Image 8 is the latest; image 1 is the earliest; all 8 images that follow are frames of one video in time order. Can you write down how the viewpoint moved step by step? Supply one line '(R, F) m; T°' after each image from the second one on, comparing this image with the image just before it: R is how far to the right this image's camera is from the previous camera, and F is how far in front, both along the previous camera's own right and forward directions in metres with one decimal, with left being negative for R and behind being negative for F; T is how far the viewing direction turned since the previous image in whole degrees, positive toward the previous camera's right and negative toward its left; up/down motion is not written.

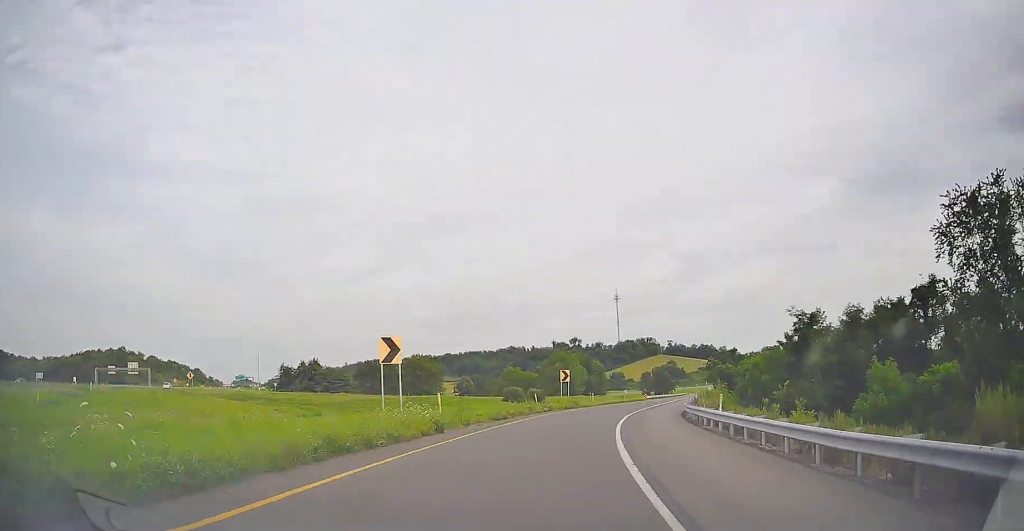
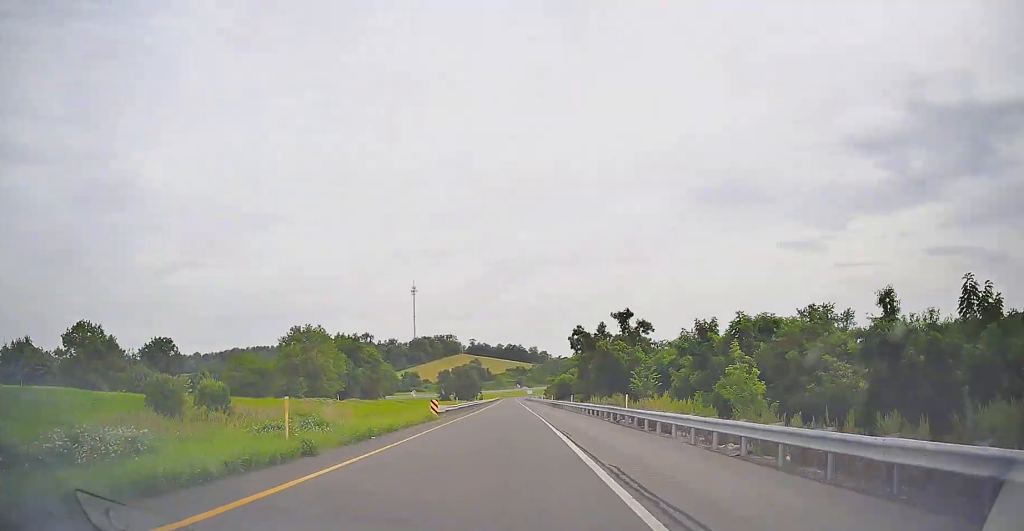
(+10.5, +69.5) m; +11°
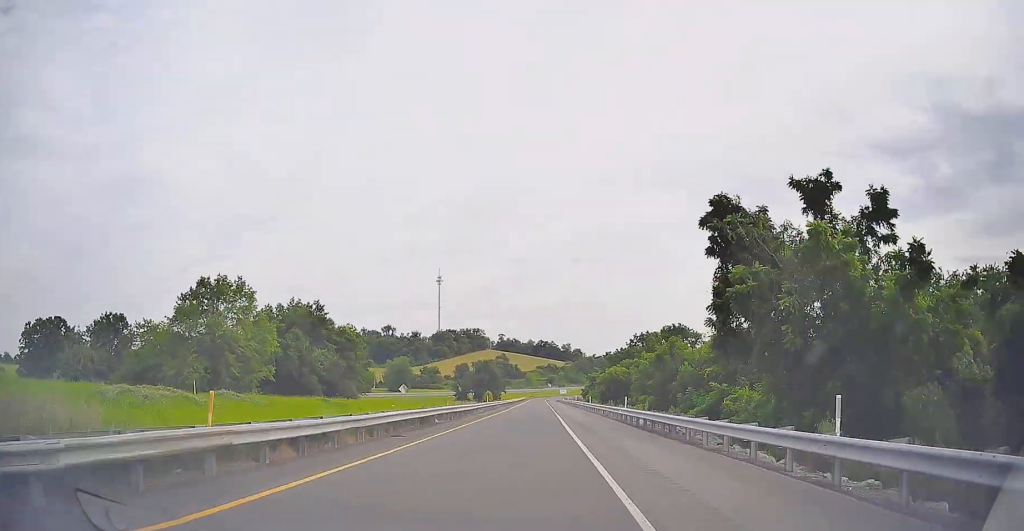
(+0.6, +41.0) m; +1°
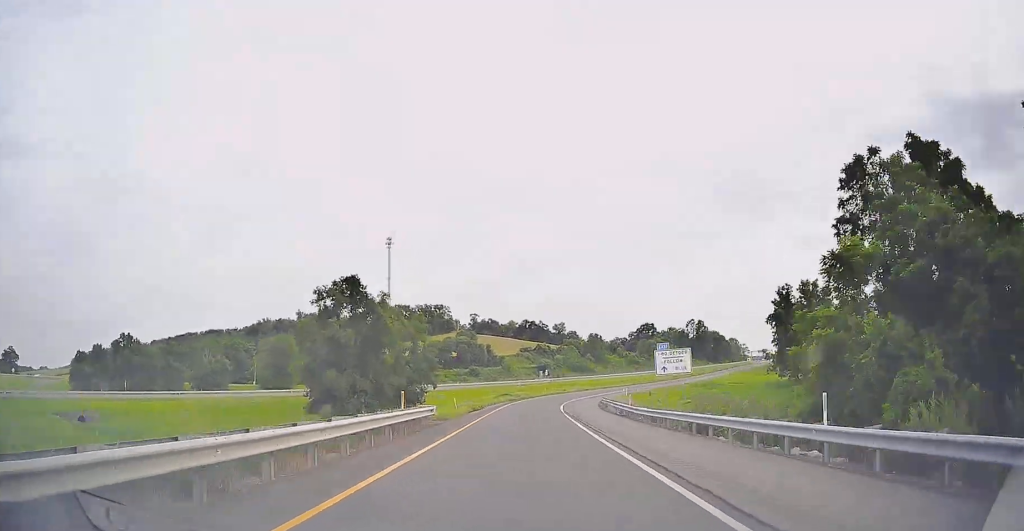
(+1.1, +128.9) m; +6°
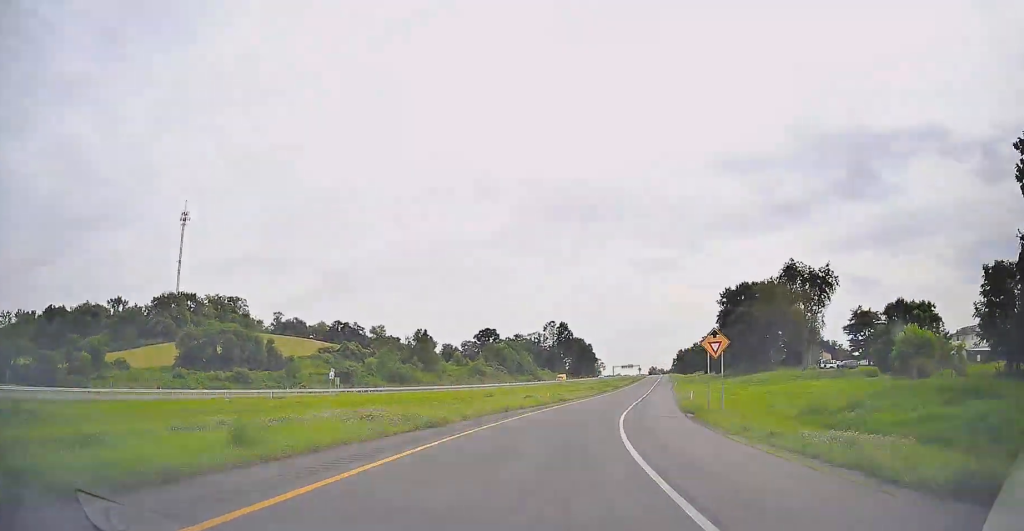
(+8.3, +77.6) m; +15°
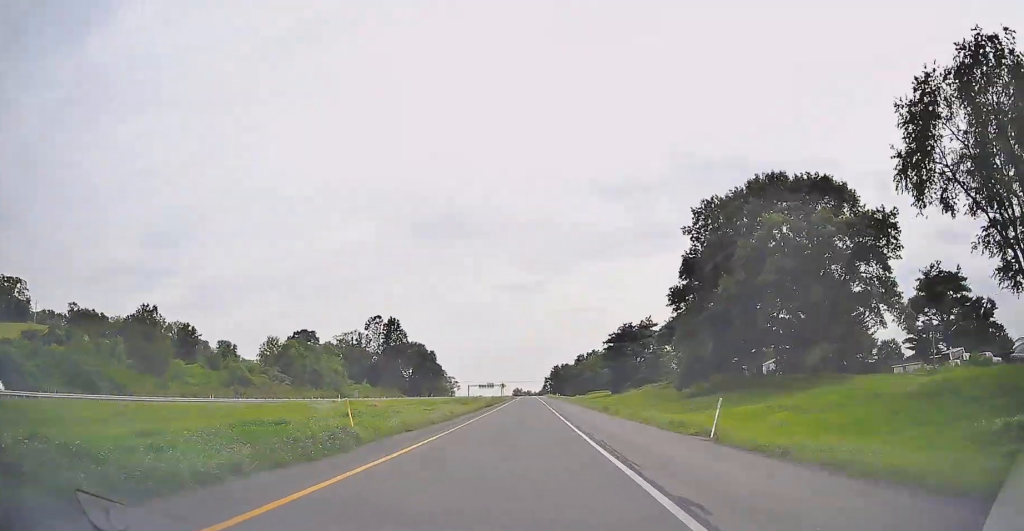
(+12.0, +82.8) m; +10°
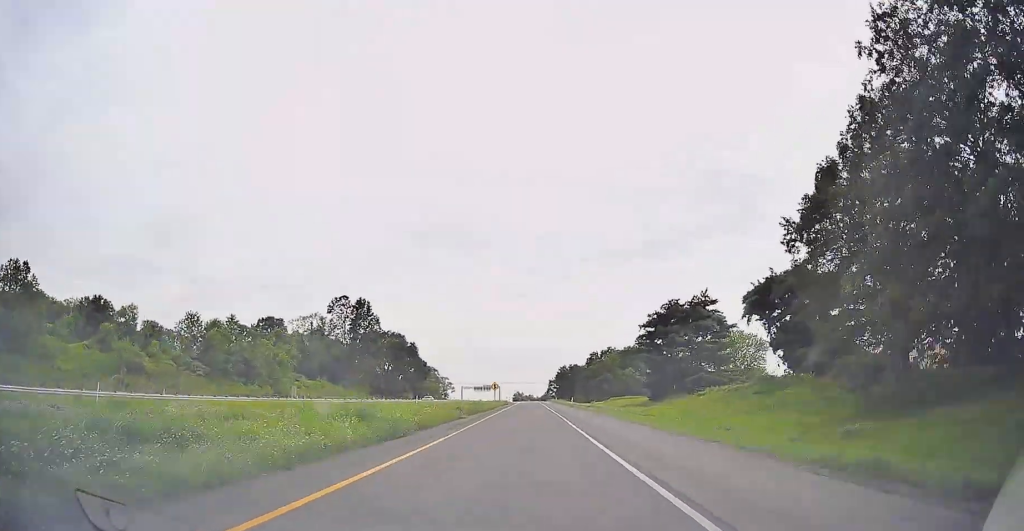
(+1.1, +39.7) m; +2°
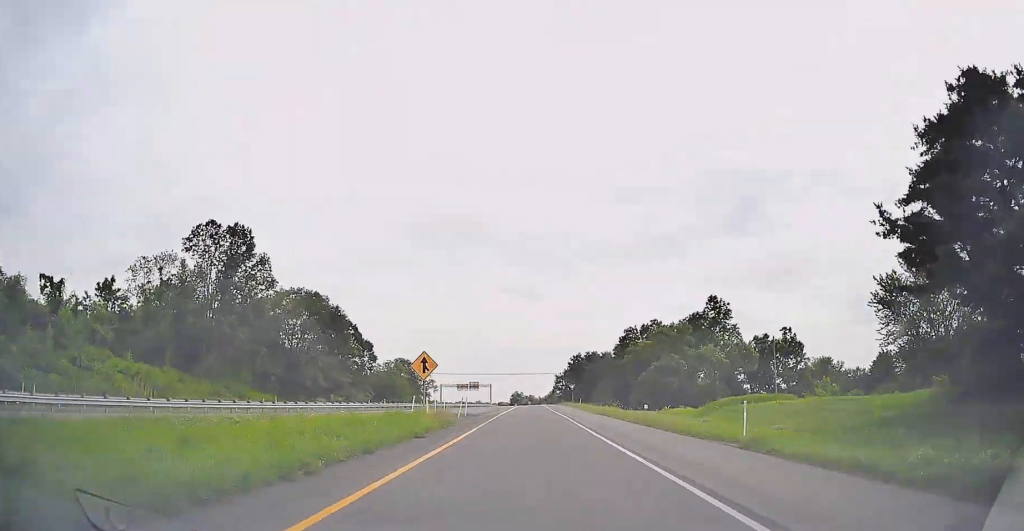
(-0.2, +69.8) m; 0°
